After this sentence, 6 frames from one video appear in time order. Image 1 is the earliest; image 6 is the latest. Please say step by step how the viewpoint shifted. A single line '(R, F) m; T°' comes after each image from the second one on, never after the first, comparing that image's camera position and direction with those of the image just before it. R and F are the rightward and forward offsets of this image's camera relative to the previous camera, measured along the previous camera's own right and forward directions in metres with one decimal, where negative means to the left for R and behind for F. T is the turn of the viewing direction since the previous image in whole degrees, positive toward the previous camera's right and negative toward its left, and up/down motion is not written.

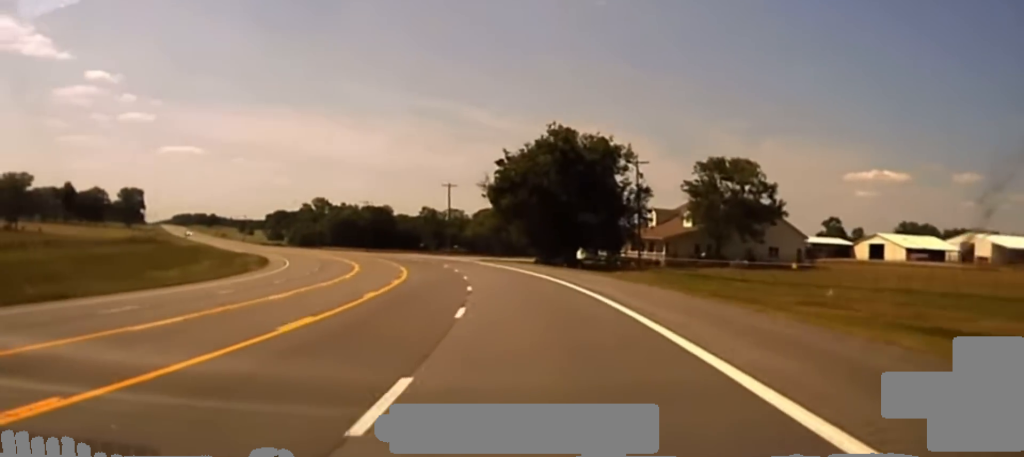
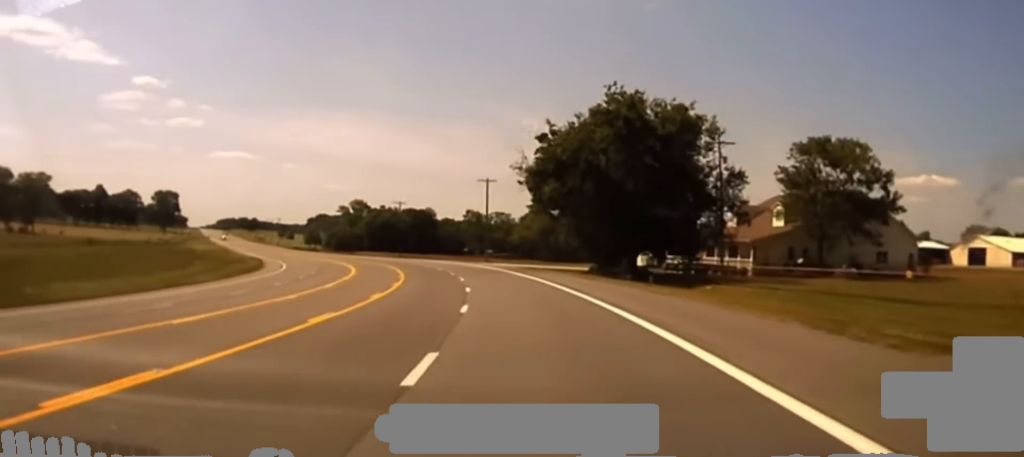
(-0.3, +19.4) m; -3°
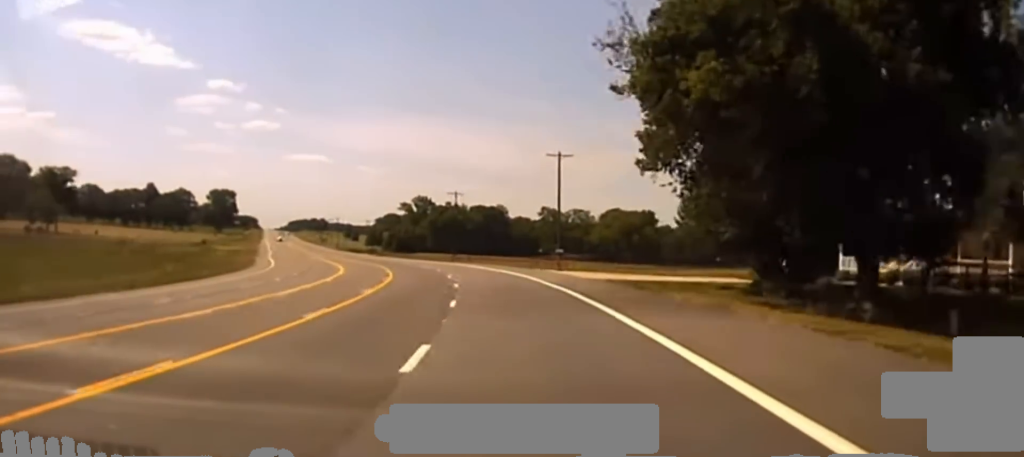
(-1.3, +32.0) m; -6°
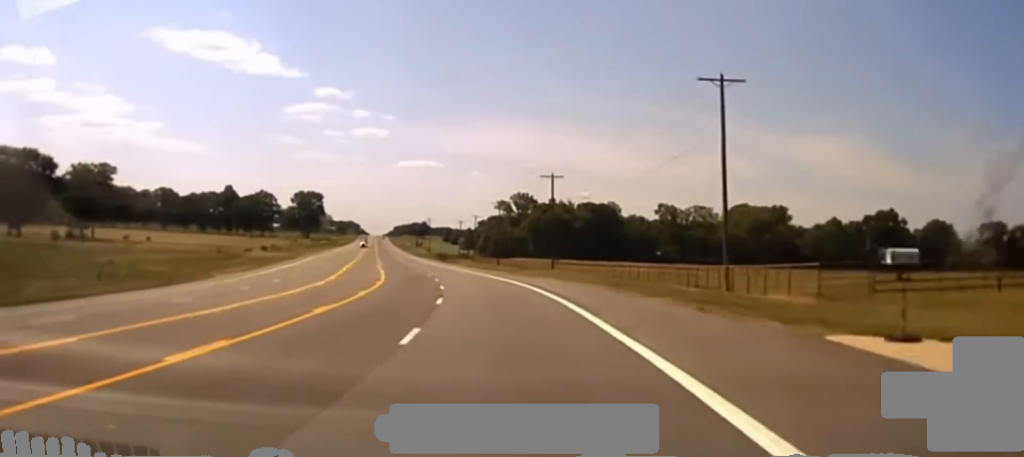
(-3.0, +45.4) m; -7°
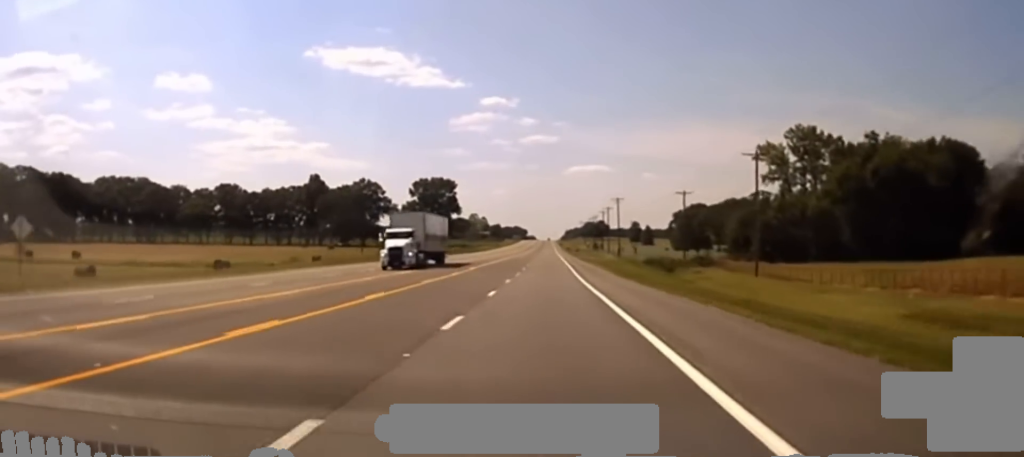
(-21.0, +163.9) m; -9°
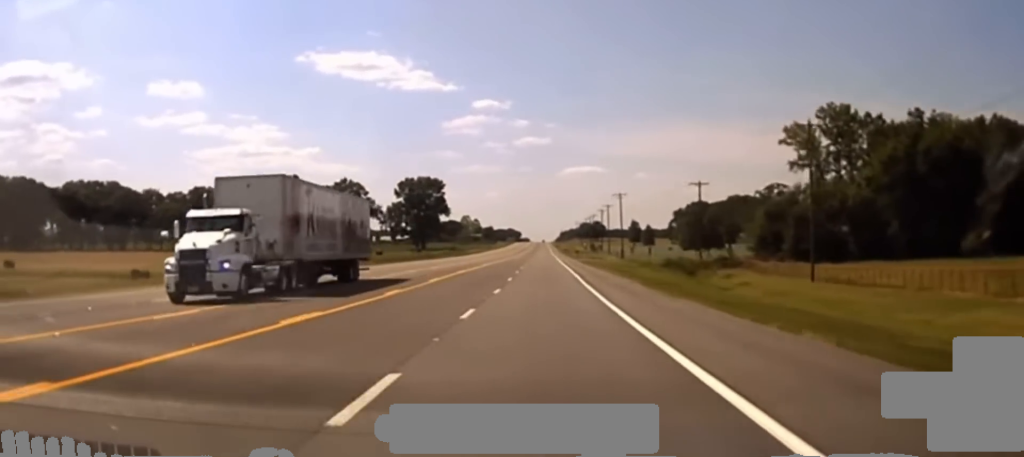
(0.0, +19.7) m; 0°
